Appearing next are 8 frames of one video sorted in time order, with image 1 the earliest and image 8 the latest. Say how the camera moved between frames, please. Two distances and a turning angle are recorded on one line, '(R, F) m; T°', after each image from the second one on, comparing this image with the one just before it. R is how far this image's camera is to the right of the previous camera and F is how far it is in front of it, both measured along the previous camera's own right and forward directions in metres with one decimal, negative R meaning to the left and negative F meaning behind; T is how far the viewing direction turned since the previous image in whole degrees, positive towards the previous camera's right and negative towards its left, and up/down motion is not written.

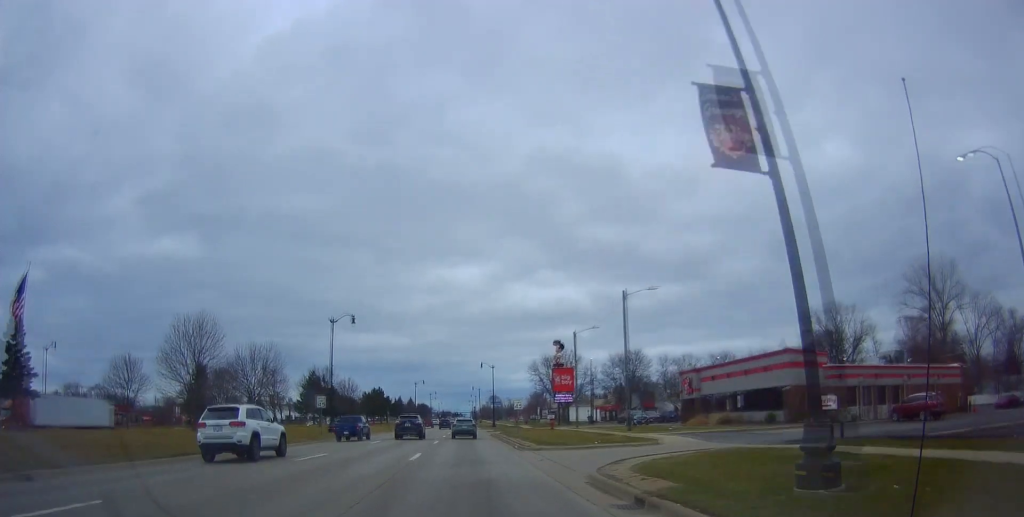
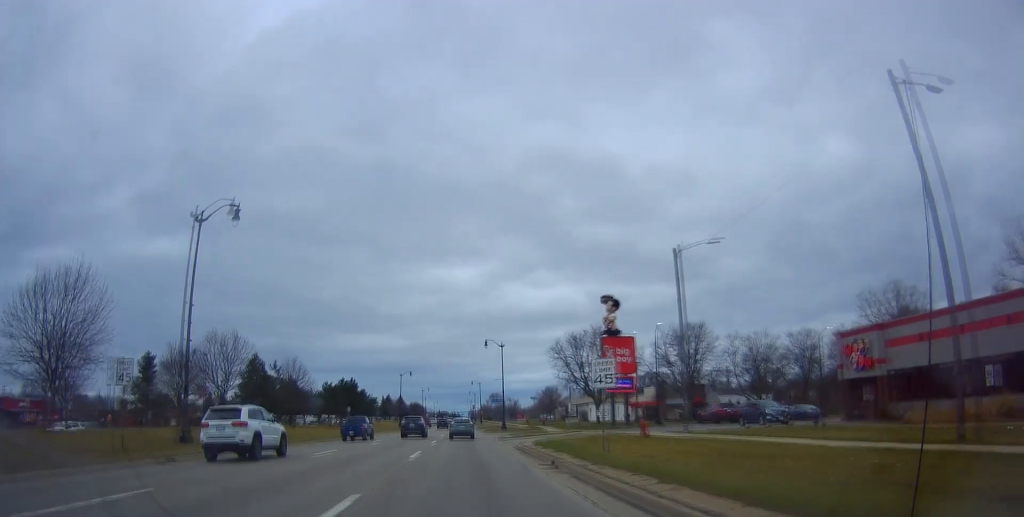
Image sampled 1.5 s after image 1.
(+0.8, +28.6) m; 0°
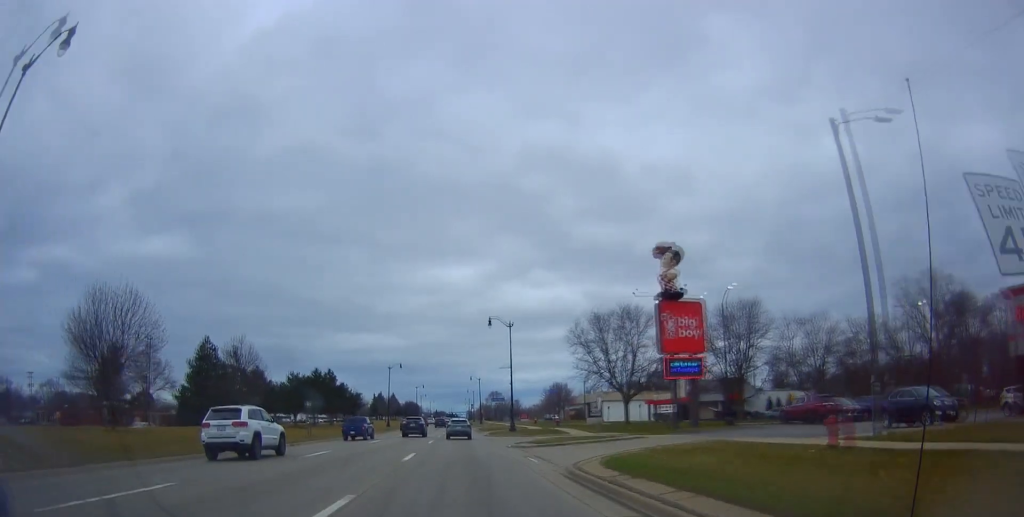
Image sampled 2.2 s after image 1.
(-0.2, +15.0) m; -1°
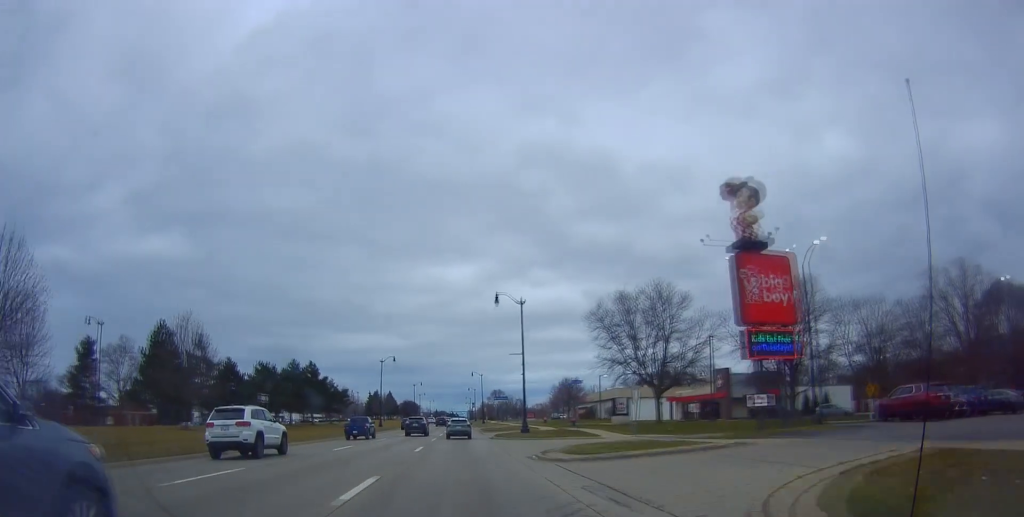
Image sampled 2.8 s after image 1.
(-0.3, +10.3) m; +1°
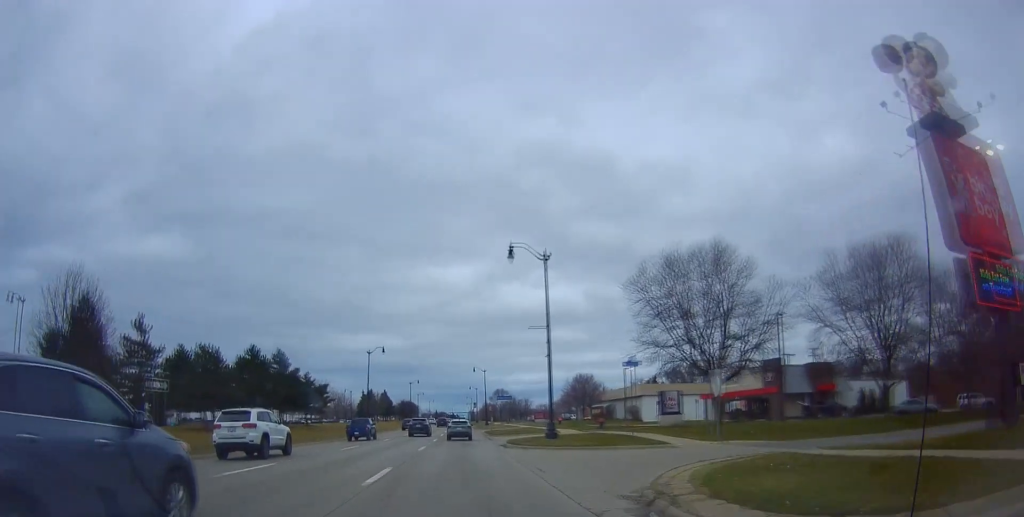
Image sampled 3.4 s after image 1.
(+0.1, +12.9) m; 0°
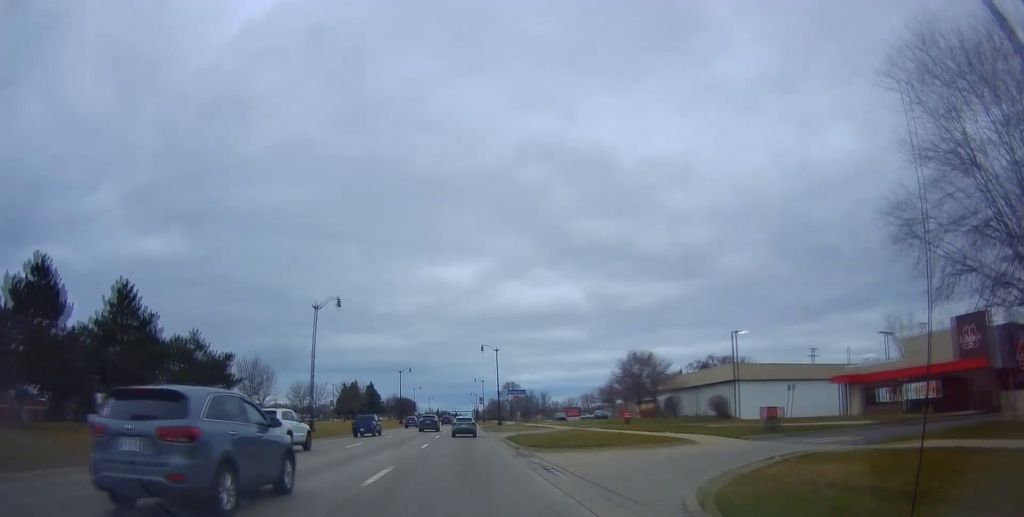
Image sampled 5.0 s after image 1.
(-0.2, +29.8) m; 0°
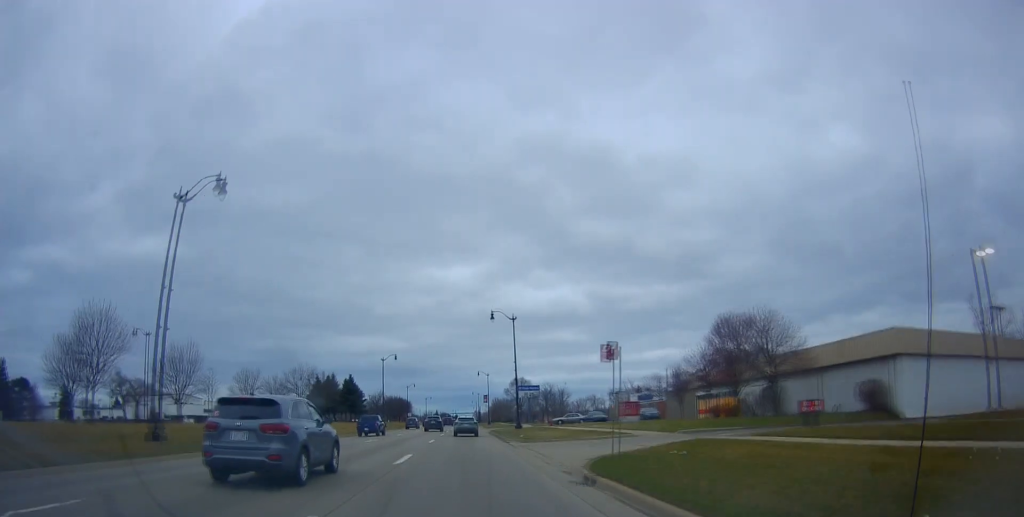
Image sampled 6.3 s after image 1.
(+0.7, +25.2) m; +1°
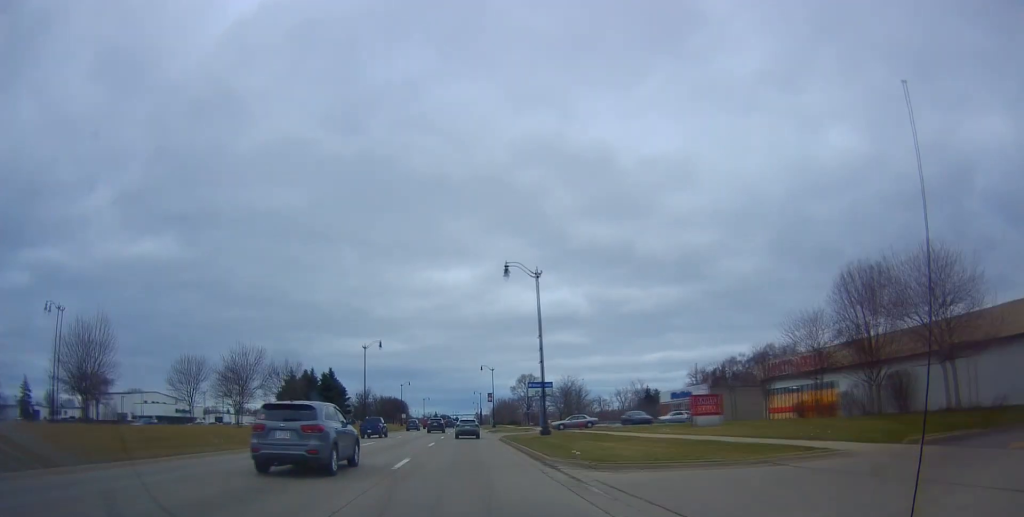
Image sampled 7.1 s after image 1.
(-0.3, +17.0) m; -2°
